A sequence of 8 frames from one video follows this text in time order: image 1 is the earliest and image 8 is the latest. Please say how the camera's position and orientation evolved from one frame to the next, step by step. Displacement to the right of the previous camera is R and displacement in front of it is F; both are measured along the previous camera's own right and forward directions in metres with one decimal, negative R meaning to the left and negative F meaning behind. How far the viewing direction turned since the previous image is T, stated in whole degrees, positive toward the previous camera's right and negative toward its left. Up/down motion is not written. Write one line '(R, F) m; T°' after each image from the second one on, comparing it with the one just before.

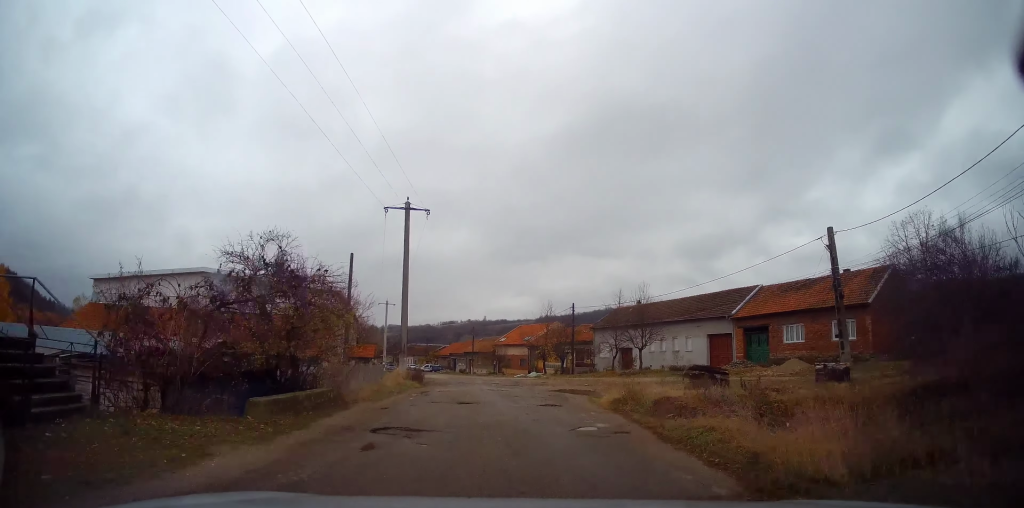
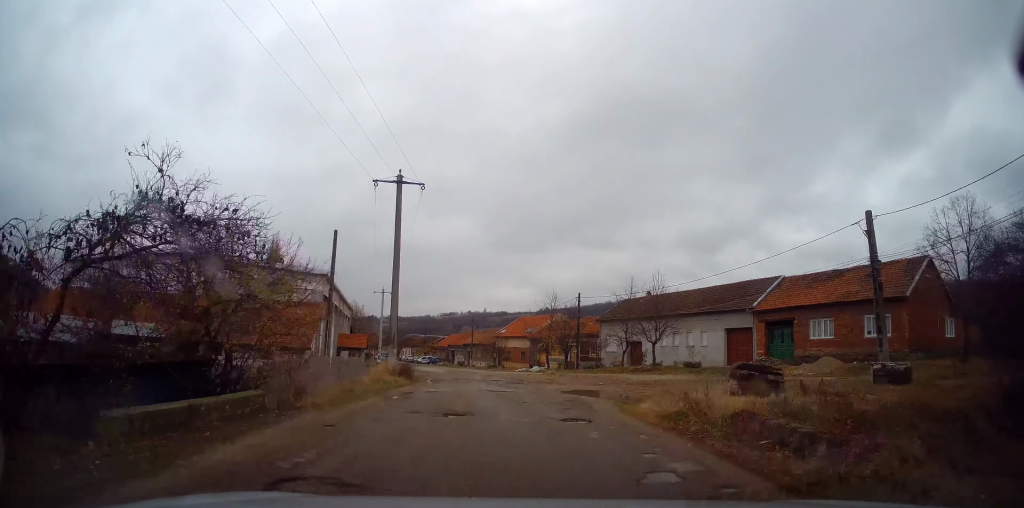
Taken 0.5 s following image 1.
(-0.1, +3.5) m; 0°
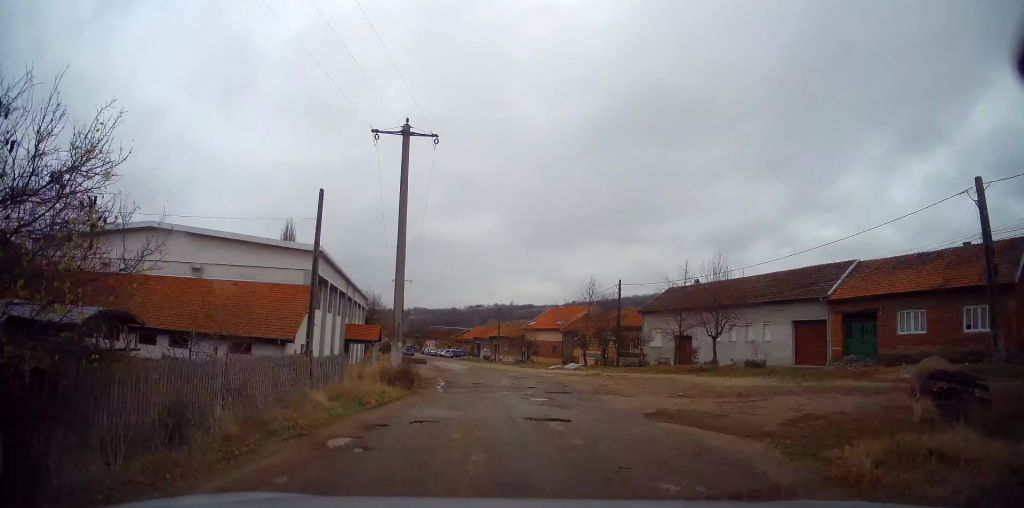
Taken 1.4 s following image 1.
(-0.1, +6.6) m; -1°
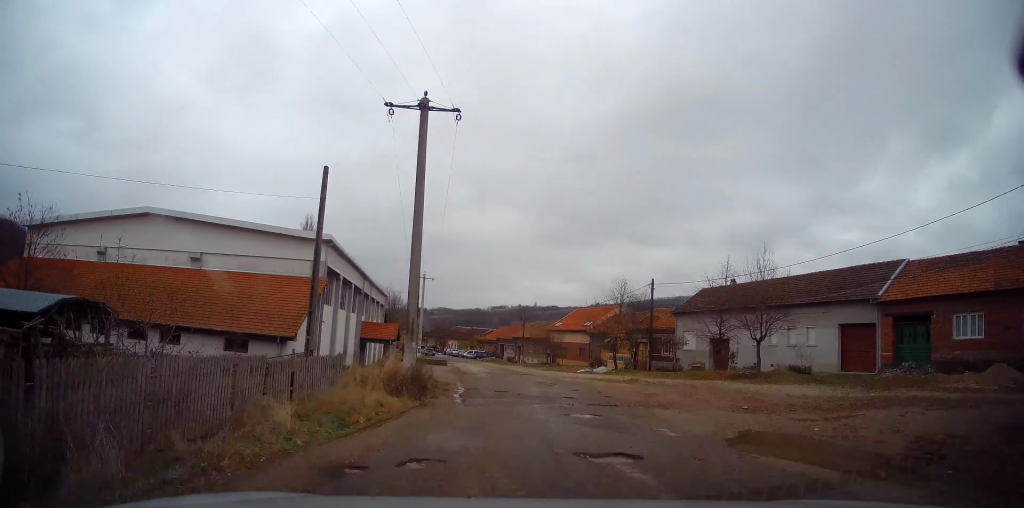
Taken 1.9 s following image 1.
(+0.2, +3.3) m; 0°
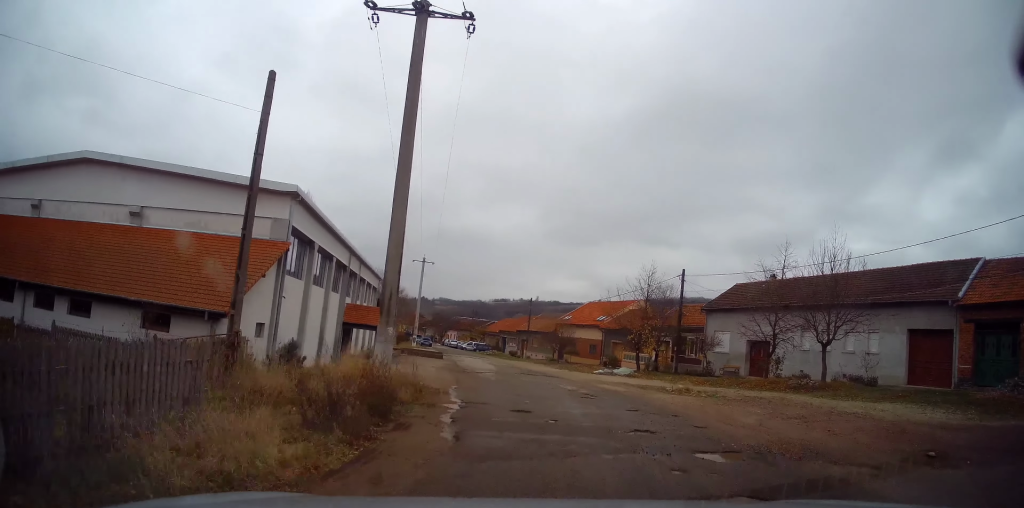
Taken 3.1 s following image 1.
(-0.3, +7.5) m; -3°
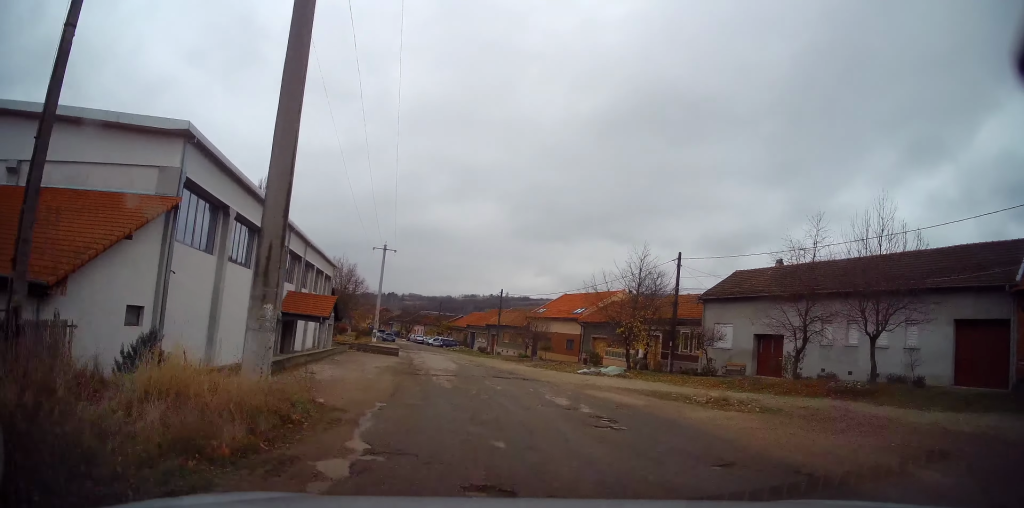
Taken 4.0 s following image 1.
(+0.1, +6.6) m; +3°
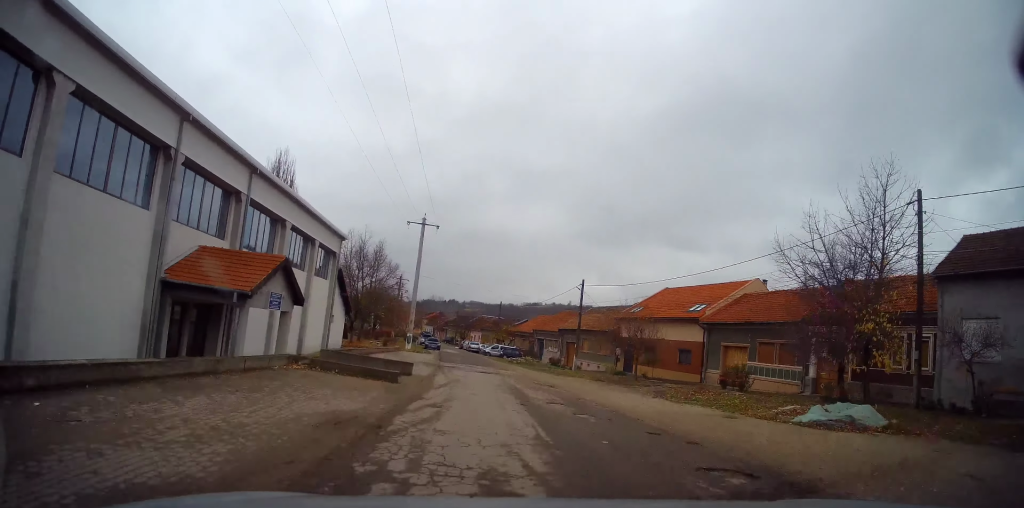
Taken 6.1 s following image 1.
(-0.7, +17.6) m; -6°
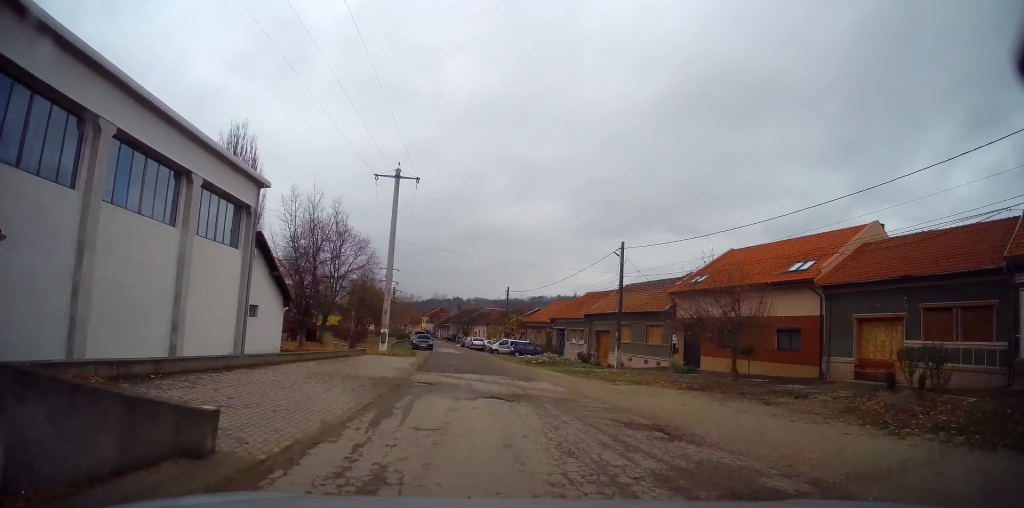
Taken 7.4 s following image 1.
(+0.2, +13.6) m; 0°
